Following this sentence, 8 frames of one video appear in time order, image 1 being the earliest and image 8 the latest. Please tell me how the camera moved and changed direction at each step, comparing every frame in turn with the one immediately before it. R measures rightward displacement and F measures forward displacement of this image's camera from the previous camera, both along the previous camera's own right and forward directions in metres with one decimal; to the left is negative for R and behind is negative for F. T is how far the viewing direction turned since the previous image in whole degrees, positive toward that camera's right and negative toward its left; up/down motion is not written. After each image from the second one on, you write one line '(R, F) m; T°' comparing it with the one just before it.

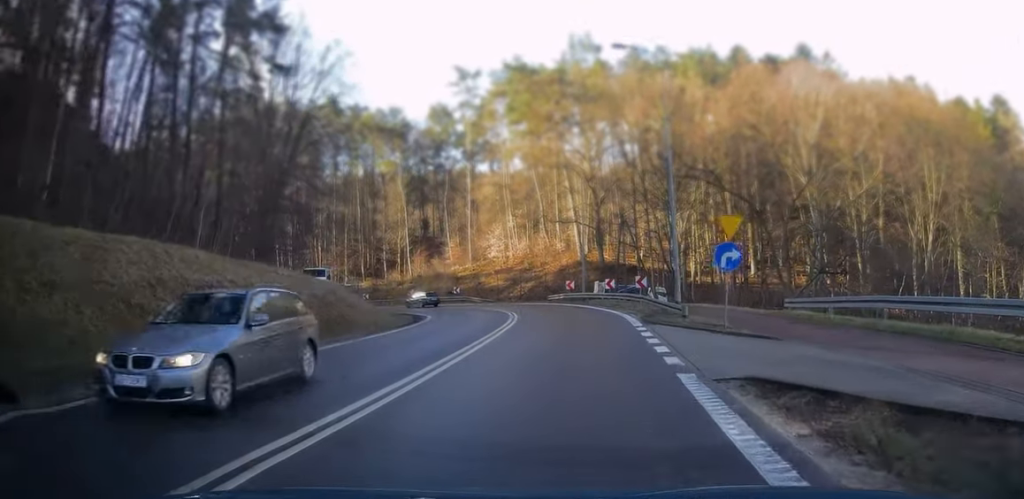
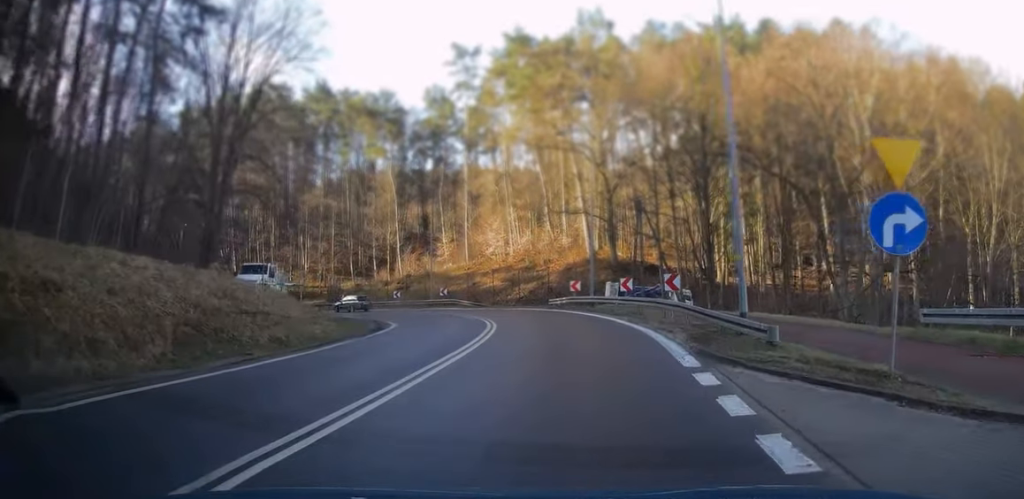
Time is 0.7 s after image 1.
(+0.2, +10.7) m; 0°
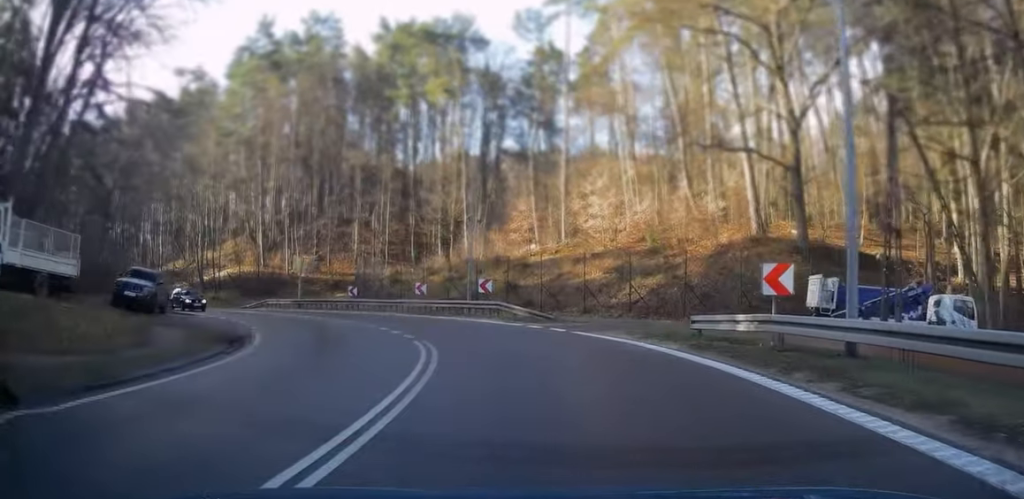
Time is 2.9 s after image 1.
(-1.9, +27.4) m; -12°
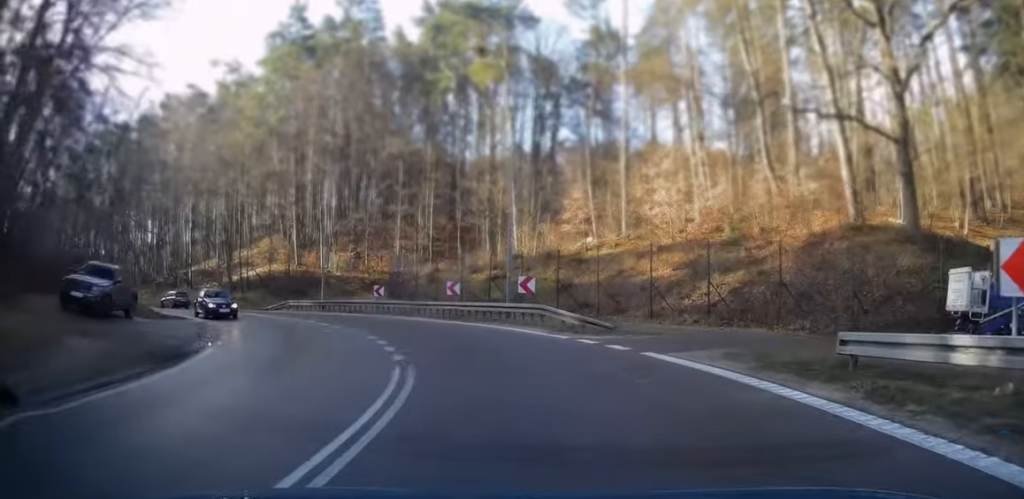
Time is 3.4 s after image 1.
(-0.3, +6.1) m; -6°
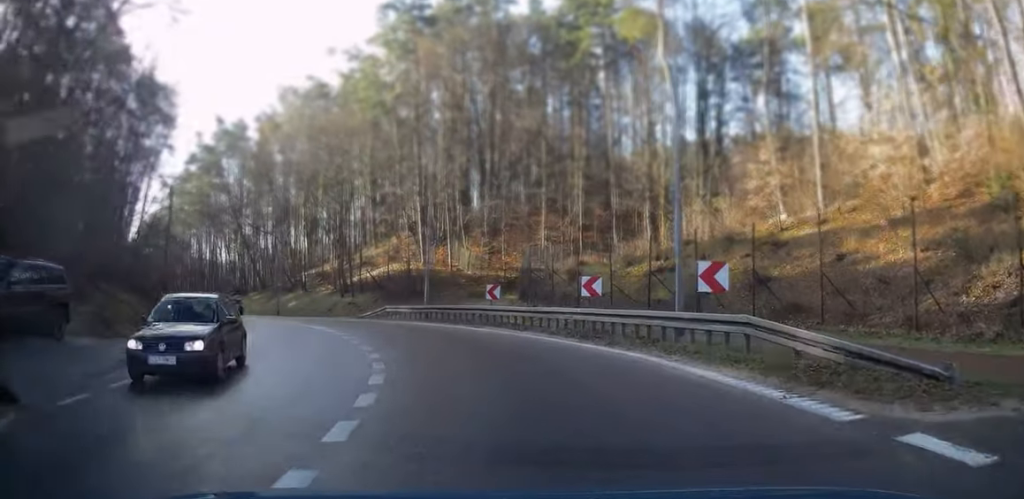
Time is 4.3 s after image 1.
(-1.0, +10.8) m; -14°
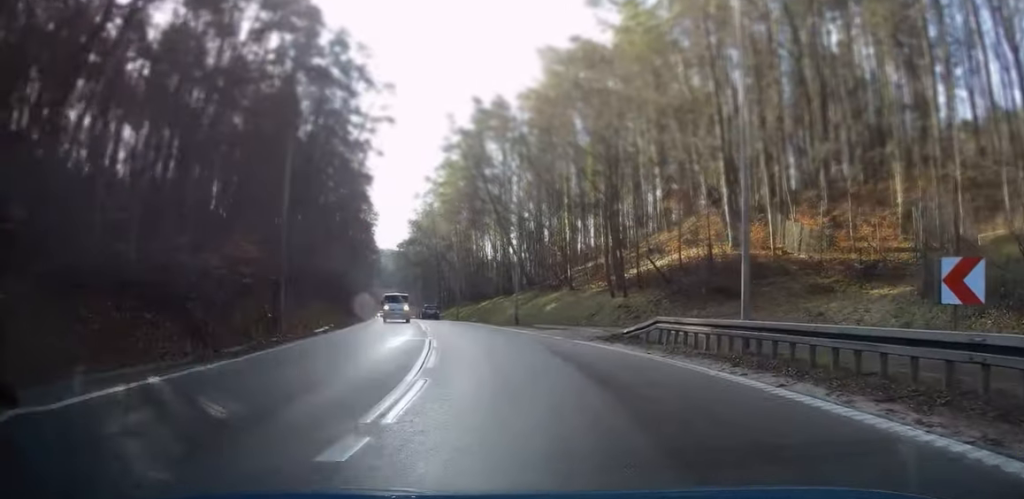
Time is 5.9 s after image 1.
(-4.6, +18.1) m; -27°
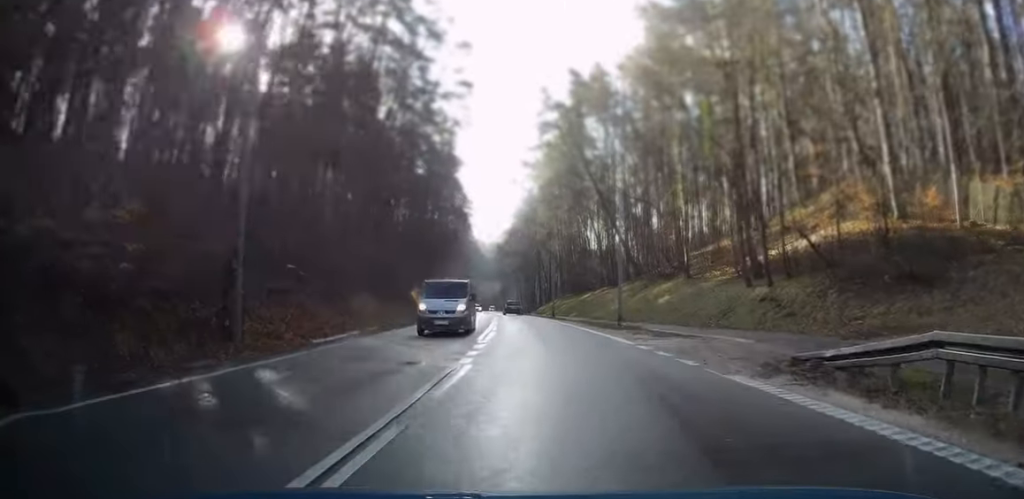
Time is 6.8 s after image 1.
(-1.1, +10.8) m; -9°
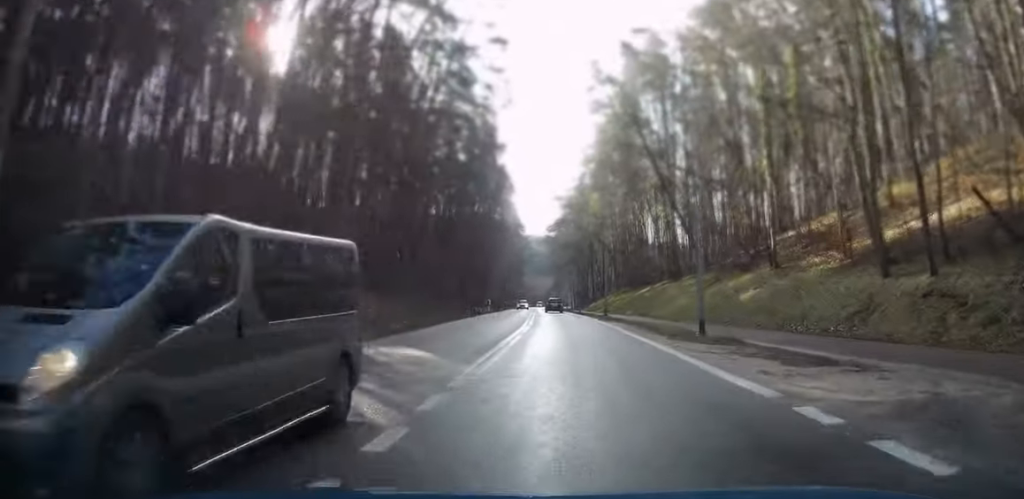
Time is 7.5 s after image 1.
(-0.7, +10.1) m; -5°
